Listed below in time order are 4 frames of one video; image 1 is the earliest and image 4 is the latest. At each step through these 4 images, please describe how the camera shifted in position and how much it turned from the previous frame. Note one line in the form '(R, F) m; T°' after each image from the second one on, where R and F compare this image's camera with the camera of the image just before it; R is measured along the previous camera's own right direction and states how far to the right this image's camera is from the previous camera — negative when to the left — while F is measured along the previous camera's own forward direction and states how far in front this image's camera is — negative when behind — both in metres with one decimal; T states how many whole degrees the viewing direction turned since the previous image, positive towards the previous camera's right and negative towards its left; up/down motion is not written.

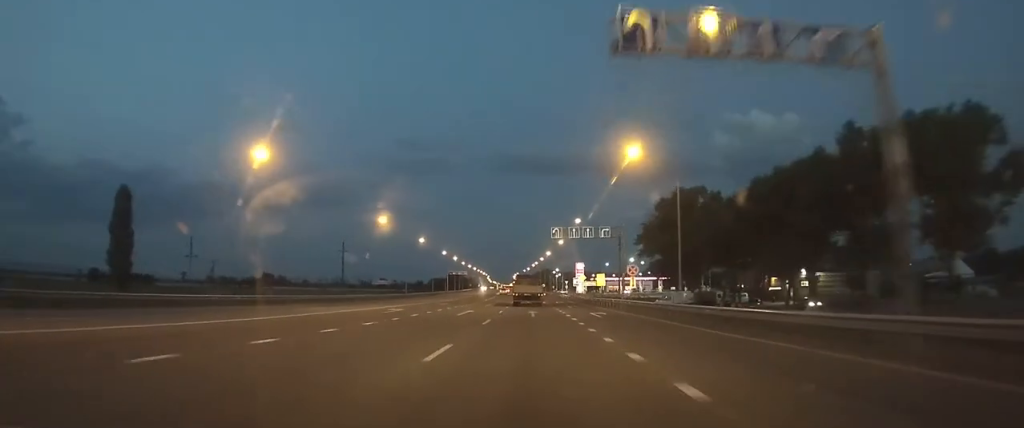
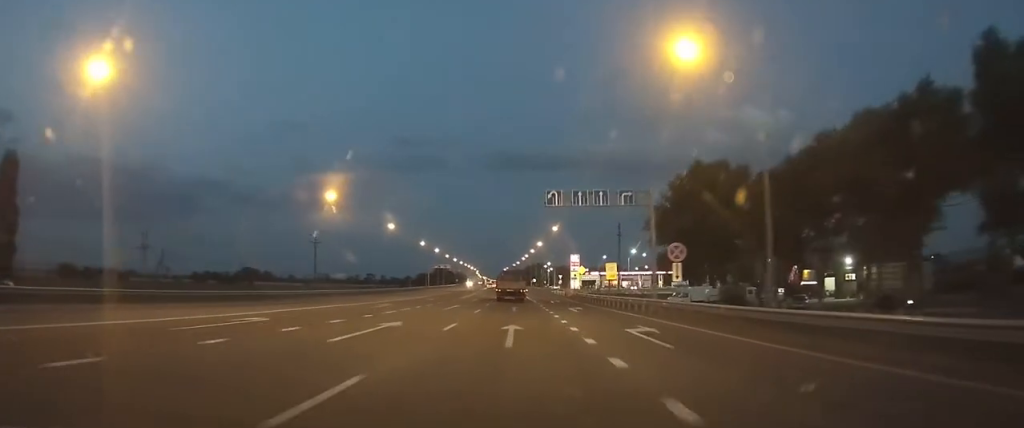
(+0.1, +17.5) m; +1°
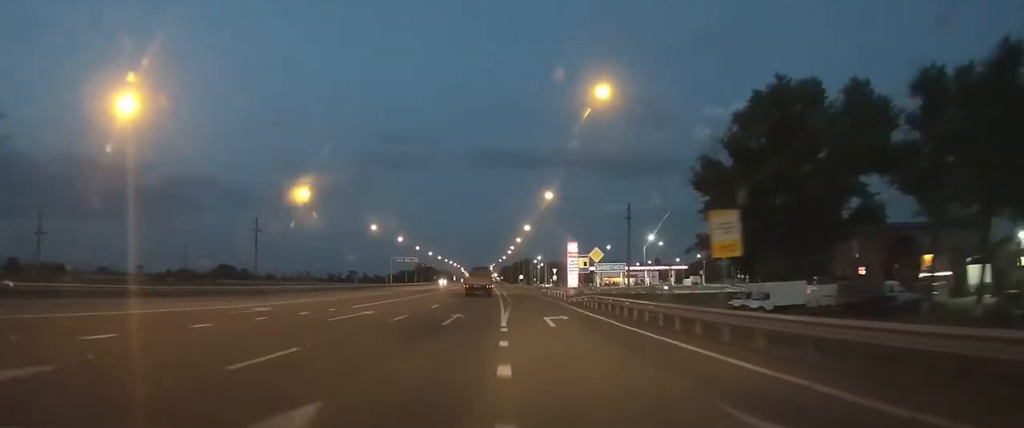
(+0.2, +33.5) m; 0°
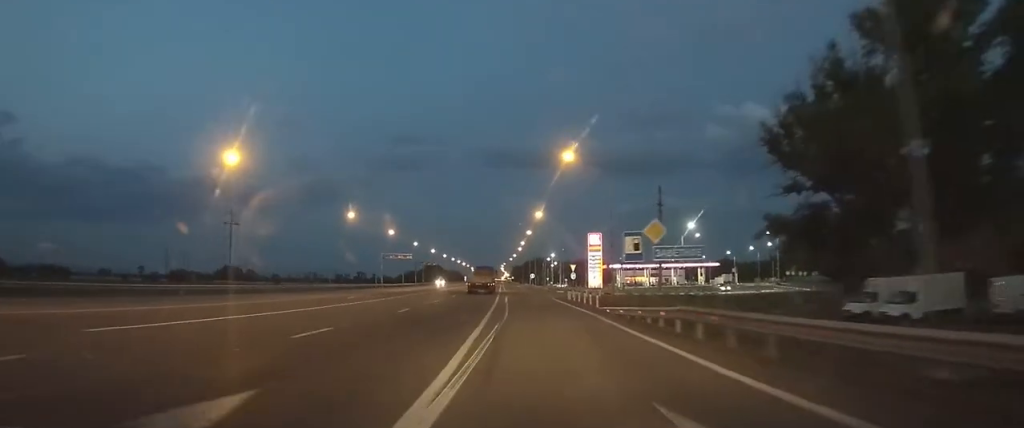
(0.0, +18.9) m; 0°
